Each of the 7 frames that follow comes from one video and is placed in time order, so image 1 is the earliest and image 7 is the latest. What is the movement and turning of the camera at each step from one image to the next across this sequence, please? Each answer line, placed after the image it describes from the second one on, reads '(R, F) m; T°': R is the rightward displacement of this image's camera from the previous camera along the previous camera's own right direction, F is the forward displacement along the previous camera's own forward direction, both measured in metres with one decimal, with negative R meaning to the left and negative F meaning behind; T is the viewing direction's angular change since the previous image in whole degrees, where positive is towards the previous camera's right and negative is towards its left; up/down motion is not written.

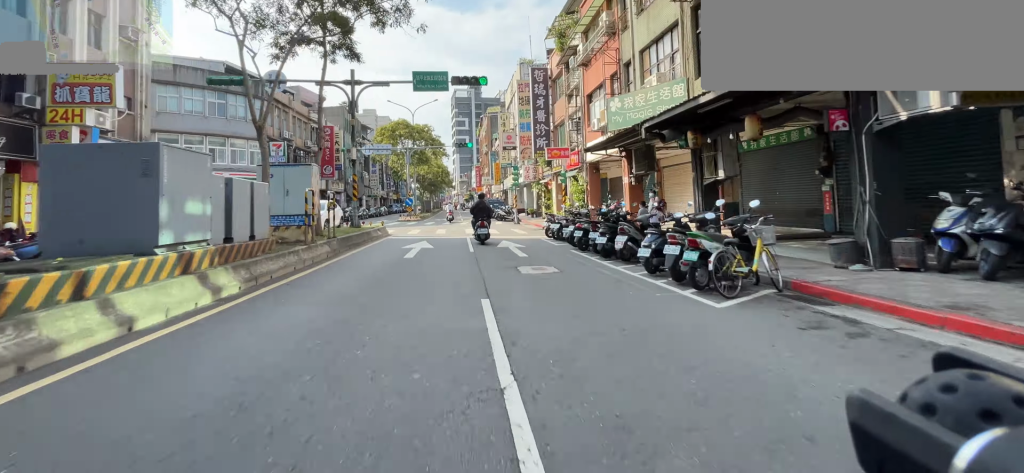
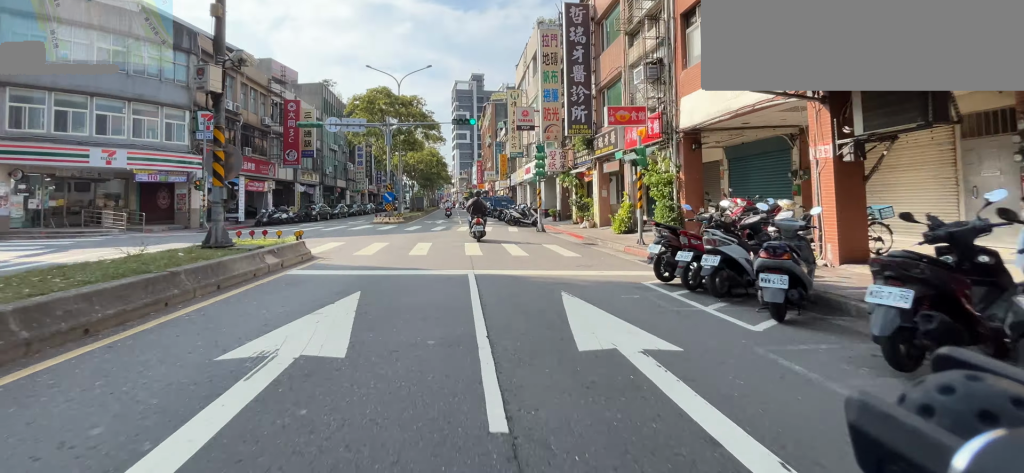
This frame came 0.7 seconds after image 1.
(0.0, +8.9) m; 0°
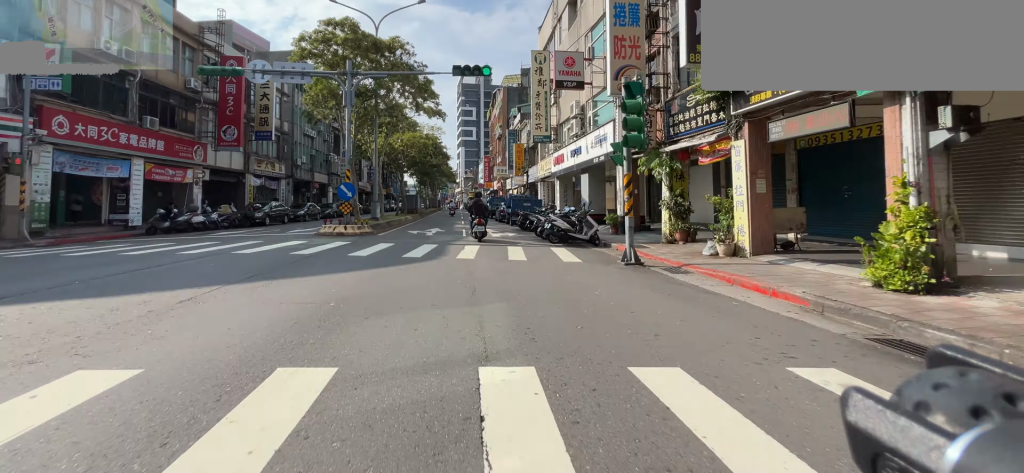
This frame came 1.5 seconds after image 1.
(0.0, +9.7) m; 0°
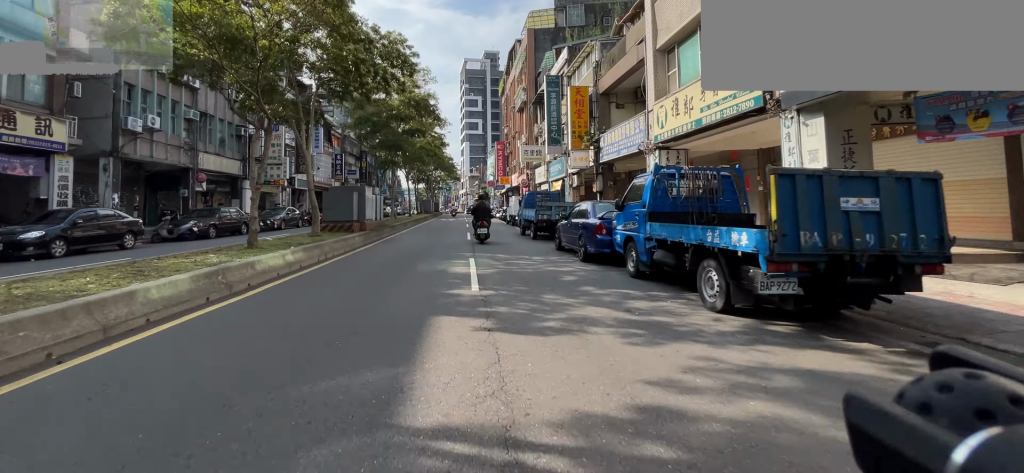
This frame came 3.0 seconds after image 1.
(0.0, +20.2) m; 0°
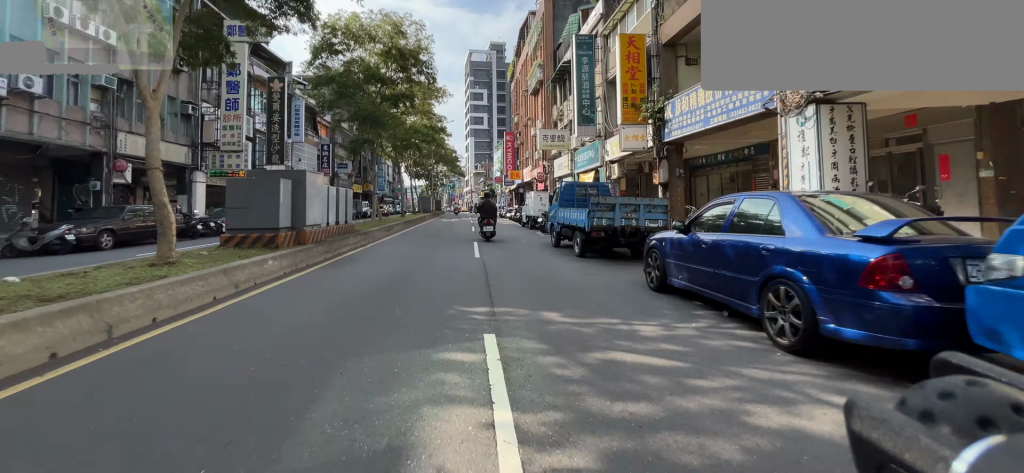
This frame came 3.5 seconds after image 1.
(0.0, +6.6) m; 0°
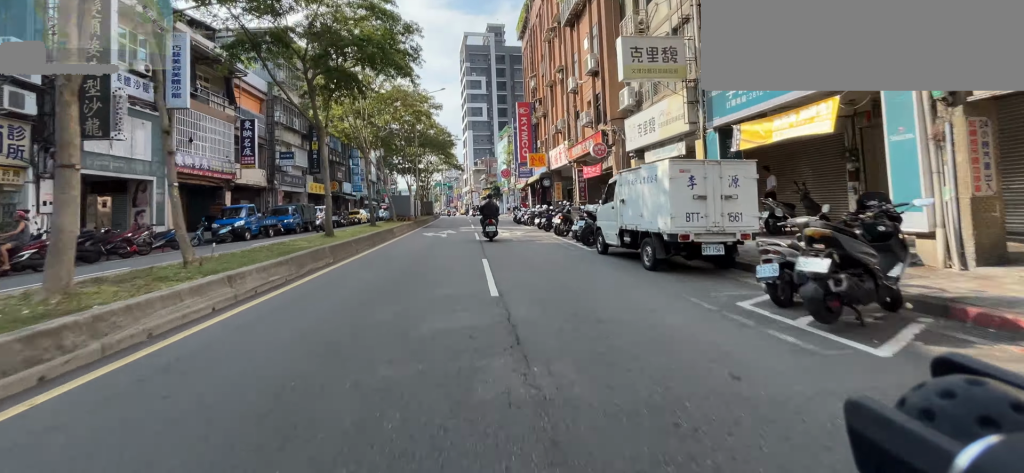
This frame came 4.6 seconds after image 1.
(0.0, +14.2) m; 0°
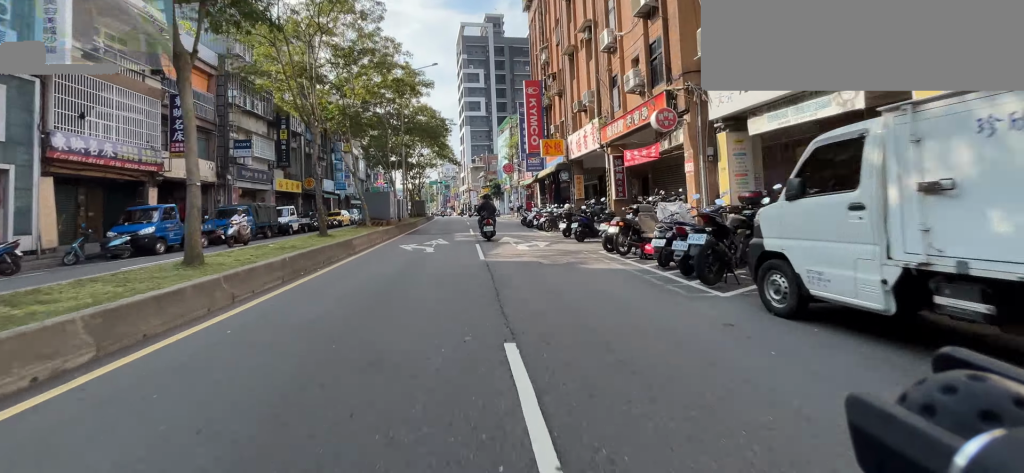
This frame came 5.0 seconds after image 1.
(0.0, +5.6) m; 0°
